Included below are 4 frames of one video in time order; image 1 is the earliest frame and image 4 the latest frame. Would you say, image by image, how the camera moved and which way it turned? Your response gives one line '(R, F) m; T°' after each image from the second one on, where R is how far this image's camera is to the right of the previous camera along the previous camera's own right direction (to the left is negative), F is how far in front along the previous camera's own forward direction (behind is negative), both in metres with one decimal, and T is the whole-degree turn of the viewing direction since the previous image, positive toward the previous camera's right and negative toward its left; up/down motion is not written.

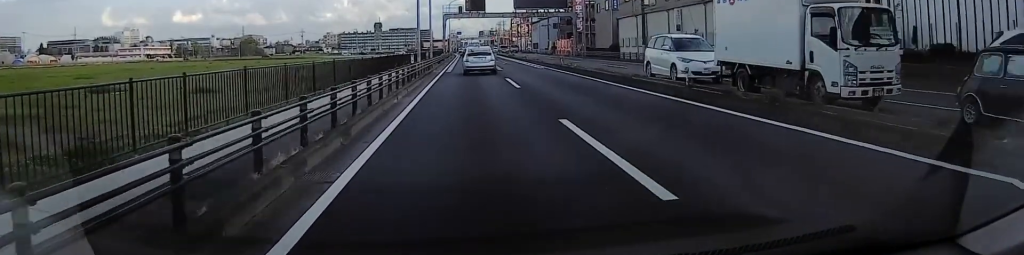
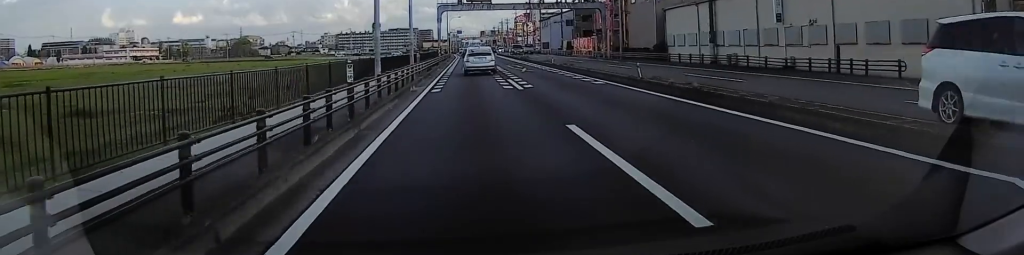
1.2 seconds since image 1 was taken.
(-0.1, +16.0) m; +1°
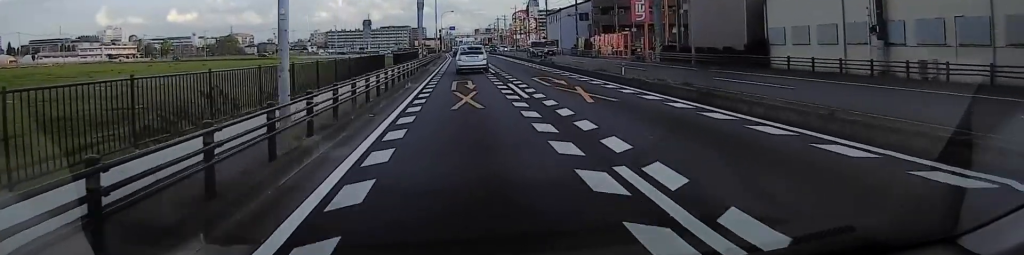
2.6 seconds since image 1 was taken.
(+1.1, +18.8) m; +1°
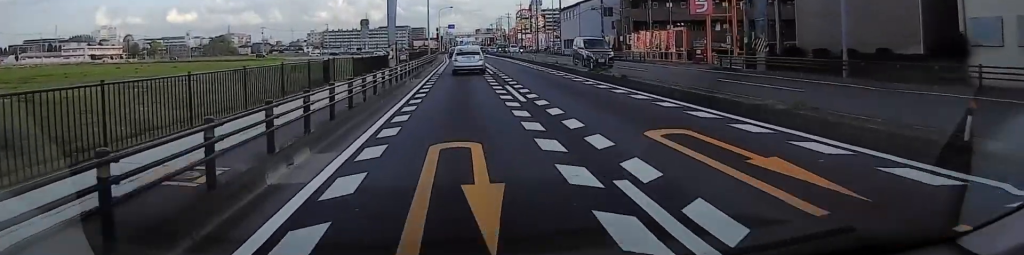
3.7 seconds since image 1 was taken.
(-1.3, +15.5) m; -2°
